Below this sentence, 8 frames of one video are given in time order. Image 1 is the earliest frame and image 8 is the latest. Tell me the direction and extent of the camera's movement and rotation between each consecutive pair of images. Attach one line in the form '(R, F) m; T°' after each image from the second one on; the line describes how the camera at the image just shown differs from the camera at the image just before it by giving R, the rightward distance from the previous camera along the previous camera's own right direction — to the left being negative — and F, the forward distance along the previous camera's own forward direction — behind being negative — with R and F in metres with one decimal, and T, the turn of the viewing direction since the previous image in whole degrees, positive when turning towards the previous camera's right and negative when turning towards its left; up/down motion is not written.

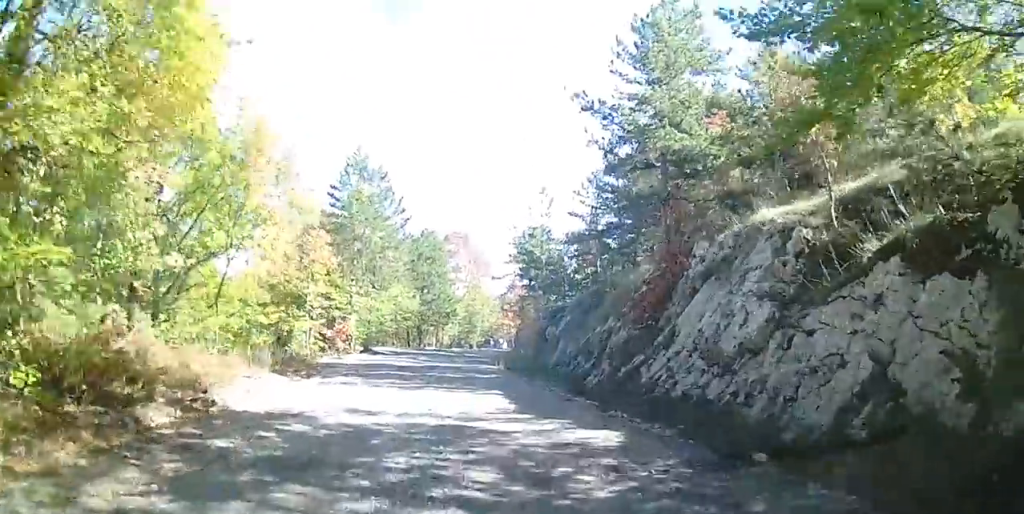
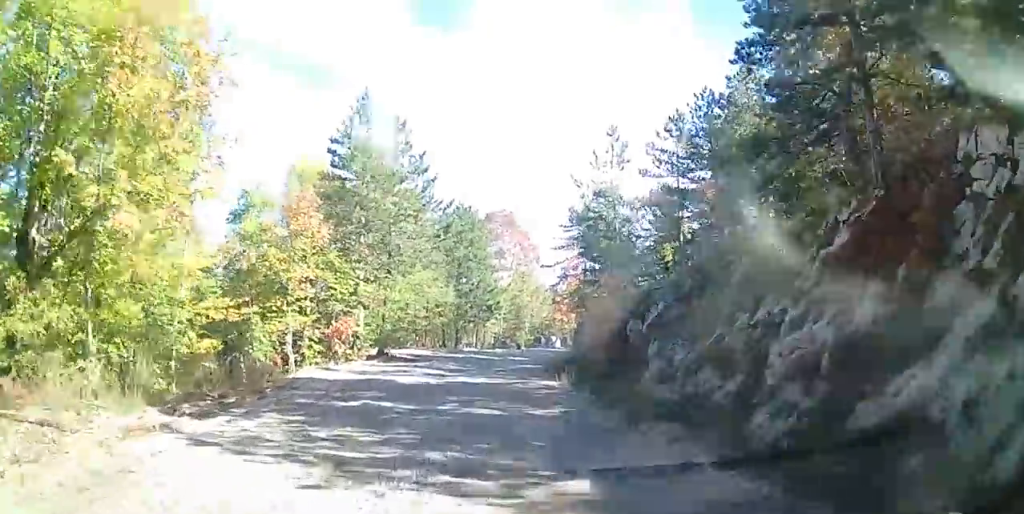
(+0.2, +8.2) m; +1°
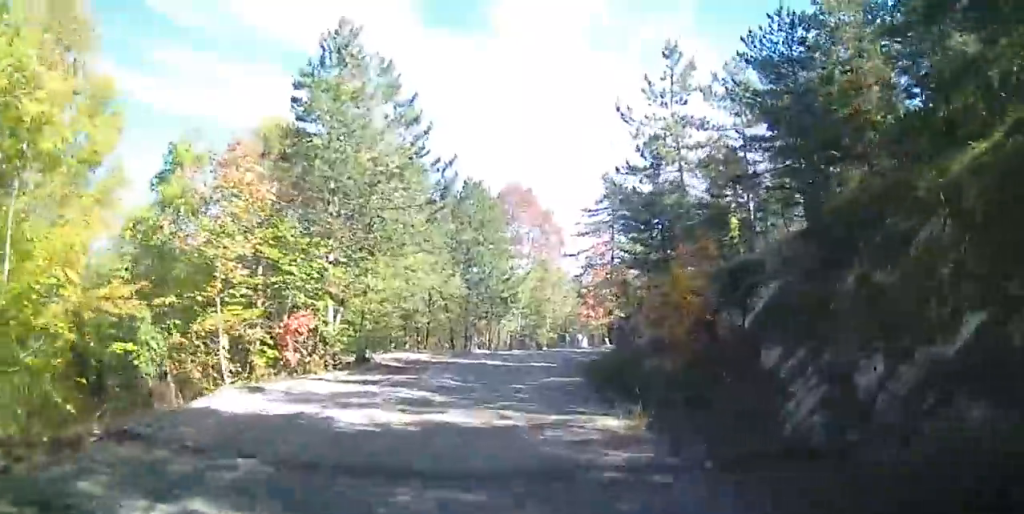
(+0.2, +6.4) m; -3°
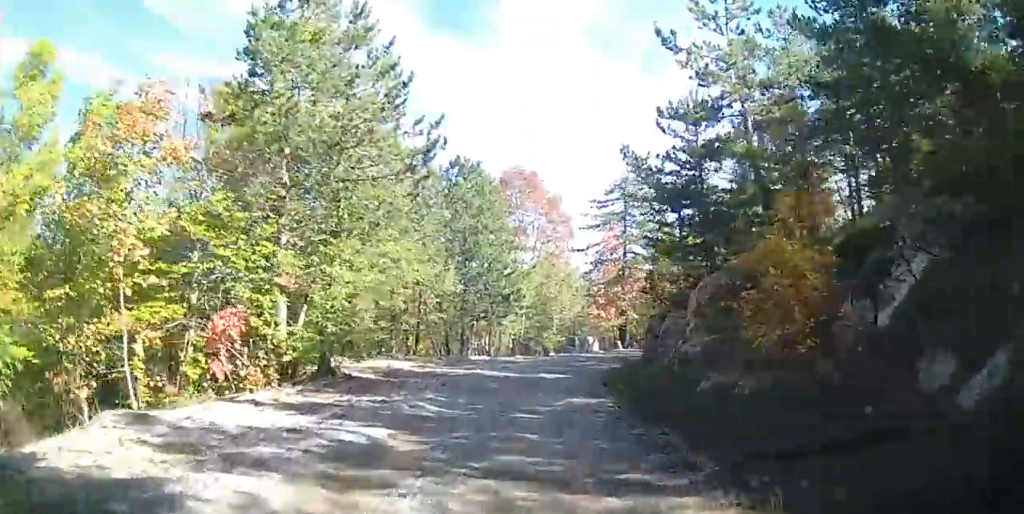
(-0.4, +4.0) m; 0°
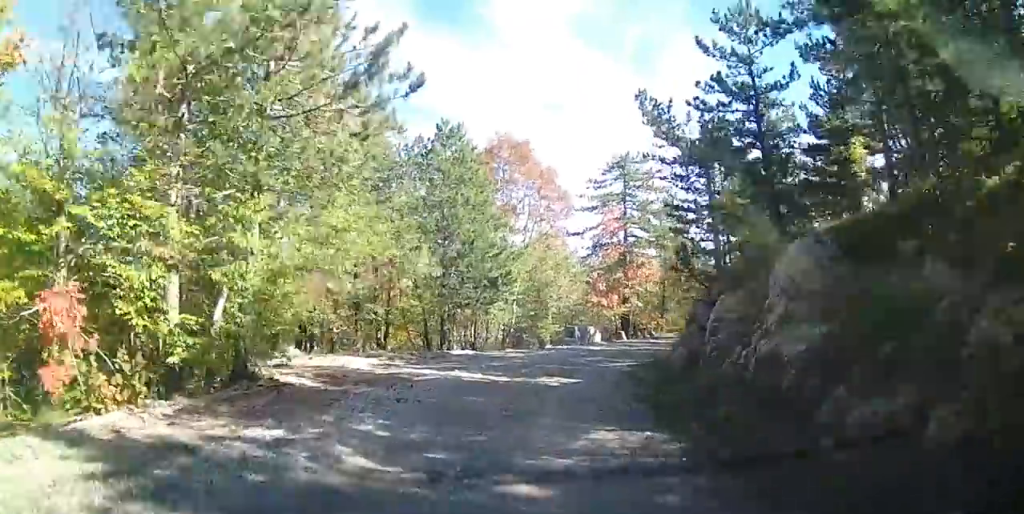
(-0.2, +4.5) m; +2°
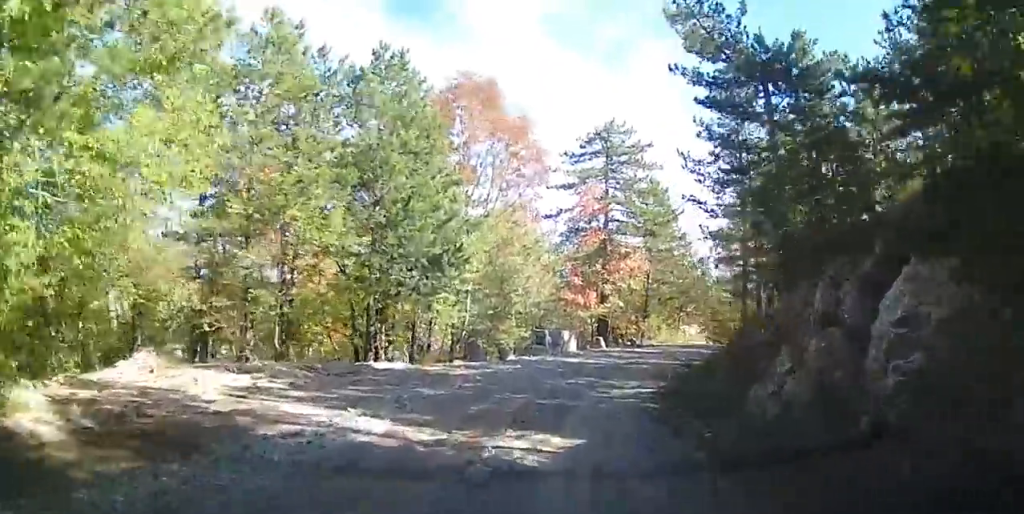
(+0.6, +6.4) m; +8°
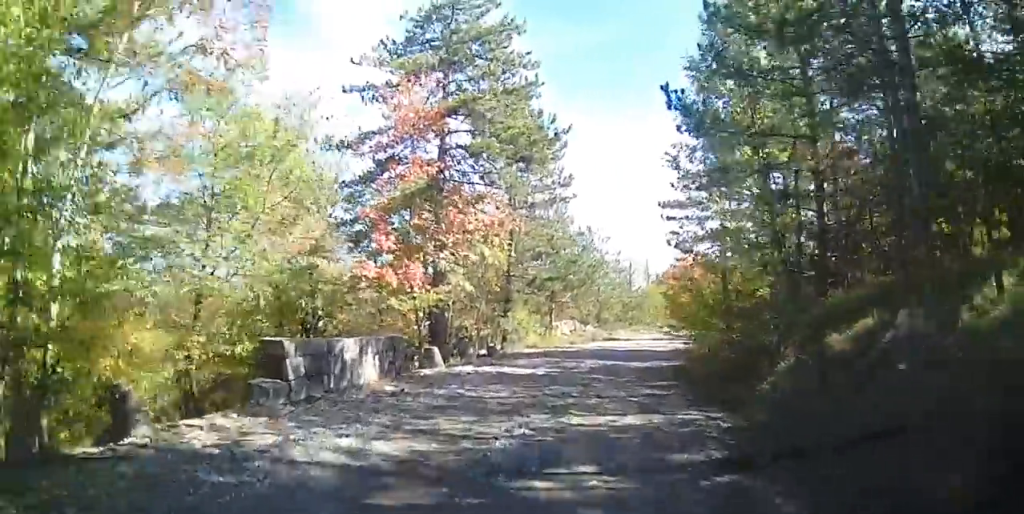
(+1.0, +14.4) m; +5°
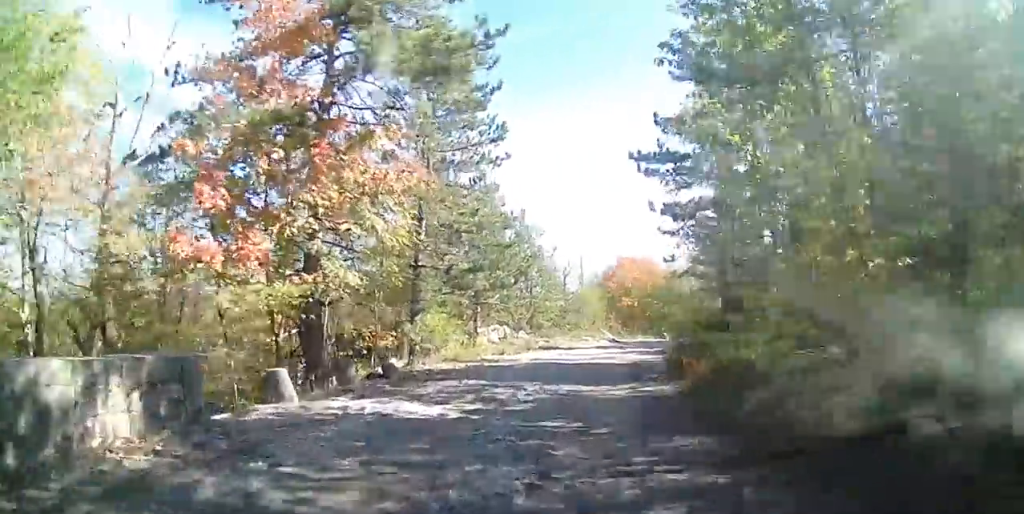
(0.0, +5.6) m; +6°
